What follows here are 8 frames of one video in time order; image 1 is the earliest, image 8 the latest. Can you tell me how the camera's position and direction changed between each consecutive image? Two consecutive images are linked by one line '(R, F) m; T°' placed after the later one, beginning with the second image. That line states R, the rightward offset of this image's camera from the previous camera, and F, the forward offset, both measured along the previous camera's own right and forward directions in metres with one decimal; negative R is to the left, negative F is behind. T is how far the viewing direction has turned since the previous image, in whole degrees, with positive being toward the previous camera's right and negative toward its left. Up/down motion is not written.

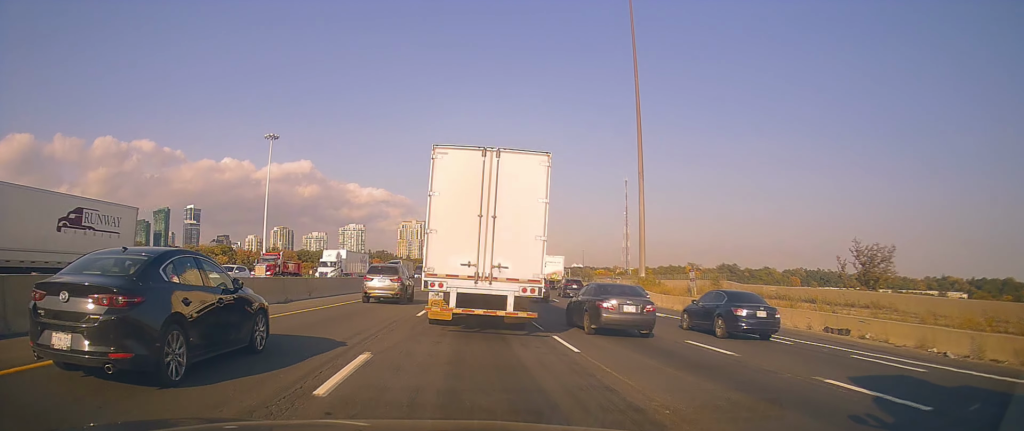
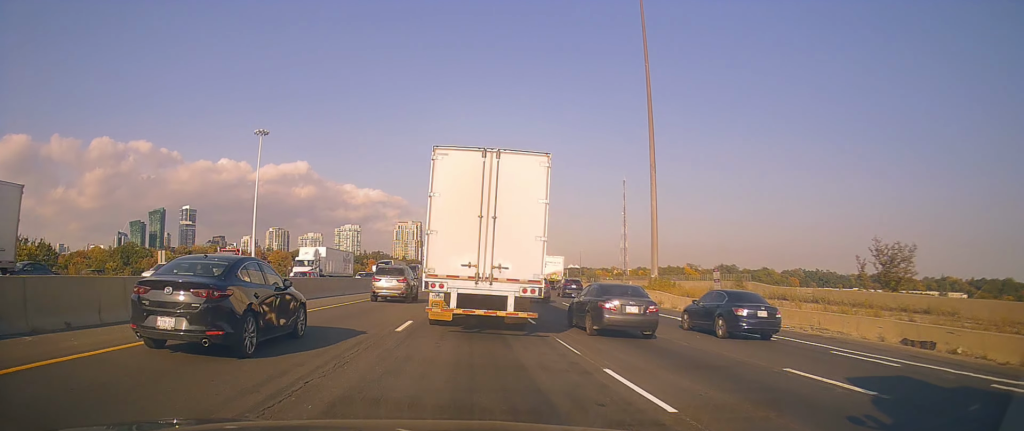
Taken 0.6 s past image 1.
(+0.1, +5.2) m; +1°
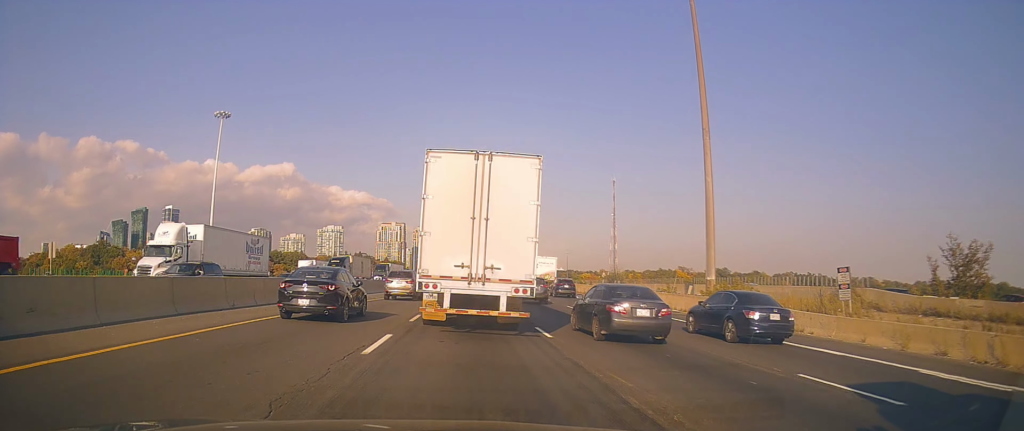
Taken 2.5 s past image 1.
(+0.5, +16.2) m; +4°
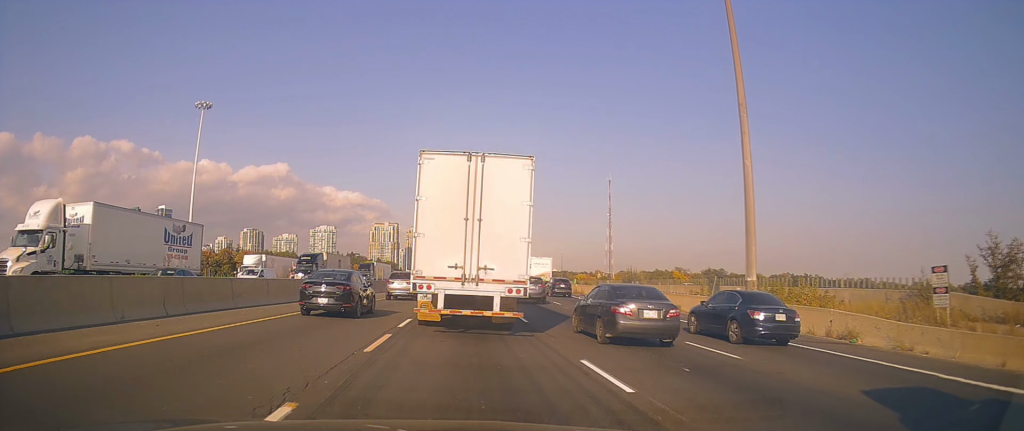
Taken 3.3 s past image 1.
(+0.2, +6.9) m; +2°
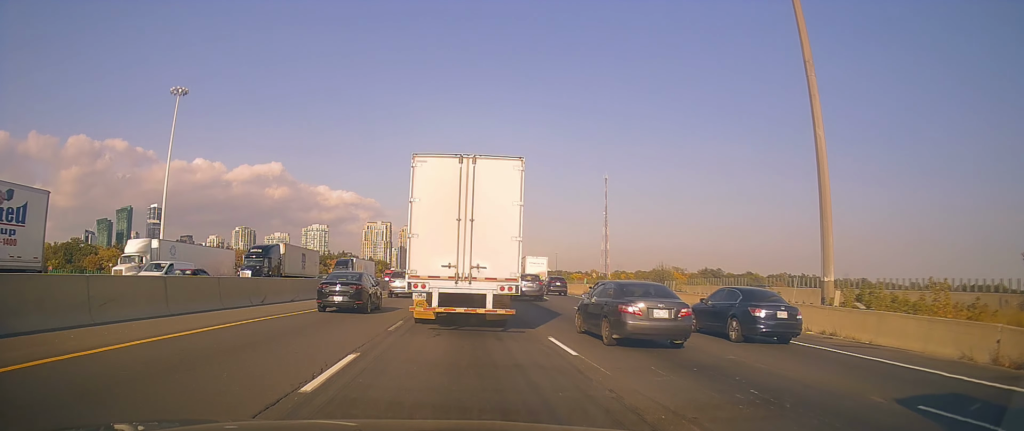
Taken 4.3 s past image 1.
(0.0, +8.8) m; -3°
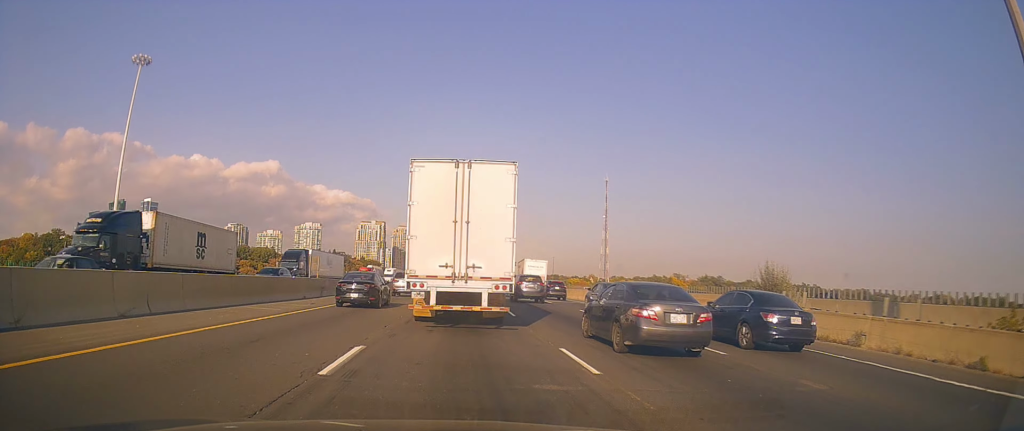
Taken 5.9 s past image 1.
(-0.3, +14.8) m; 0°
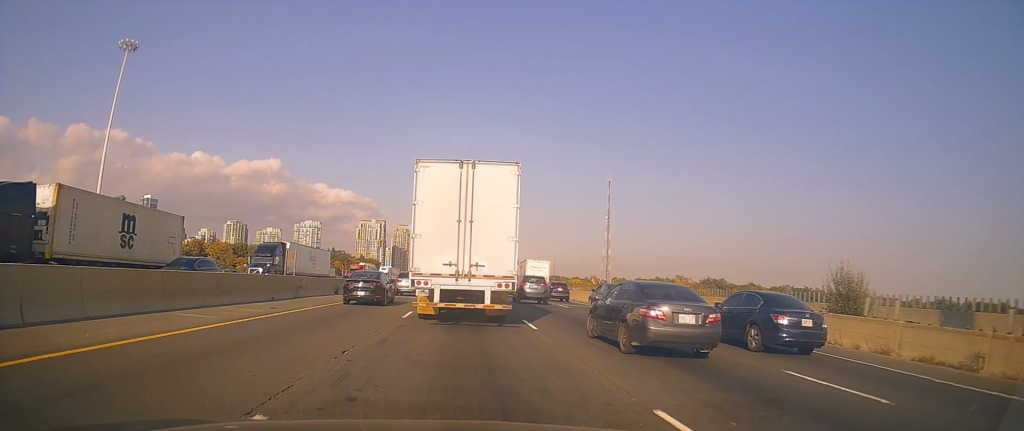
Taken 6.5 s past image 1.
(+0.1, +5.4) m; +1°
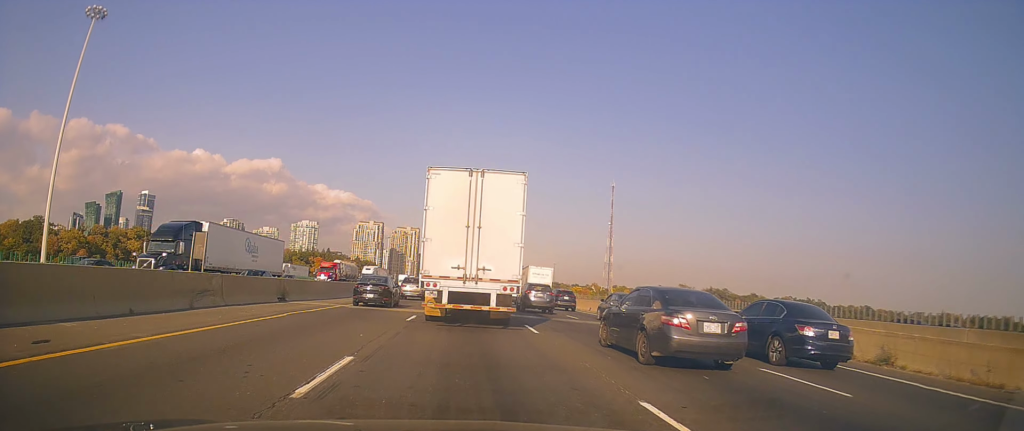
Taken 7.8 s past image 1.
(+0.3, +11.4) m; +2°
